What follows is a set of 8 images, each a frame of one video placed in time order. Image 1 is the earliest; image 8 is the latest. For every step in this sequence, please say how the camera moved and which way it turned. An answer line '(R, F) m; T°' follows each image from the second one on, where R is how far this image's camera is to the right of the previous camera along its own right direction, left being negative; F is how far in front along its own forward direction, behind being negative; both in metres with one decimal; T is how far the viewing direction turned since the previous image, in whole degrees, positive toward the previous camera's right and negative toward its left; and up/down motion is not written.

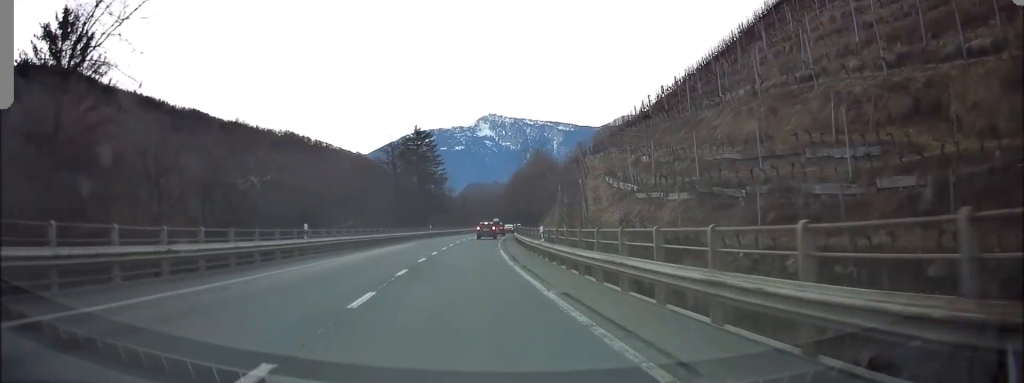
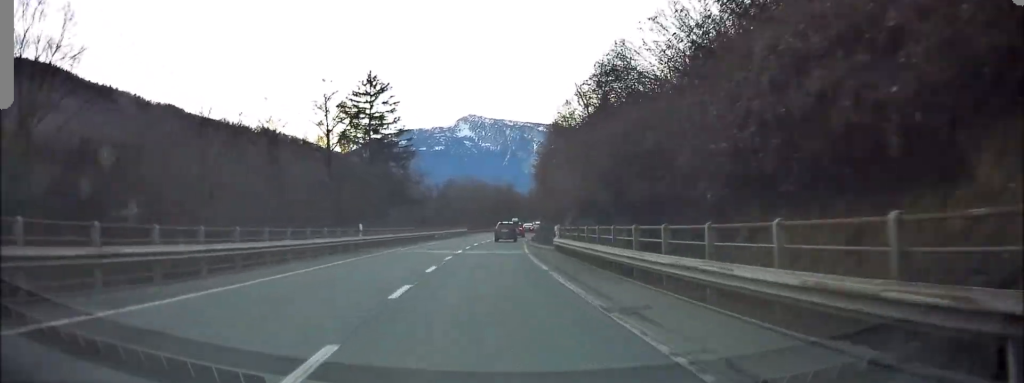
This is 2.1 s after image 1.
(+0.5, +33.2) m; +2°
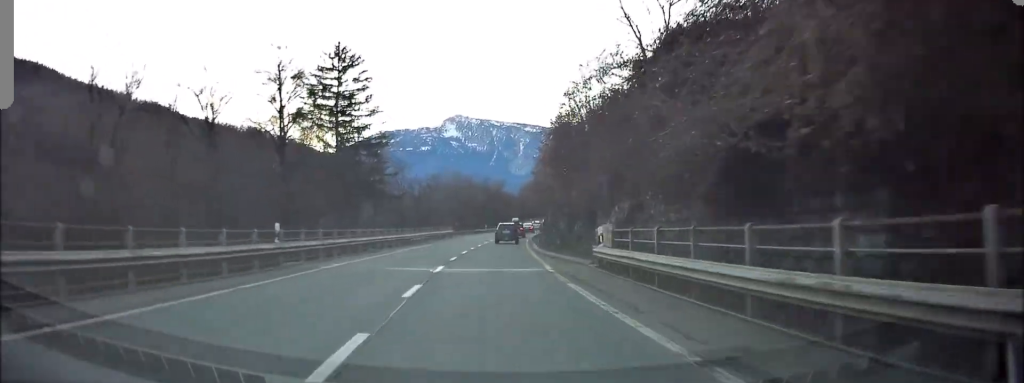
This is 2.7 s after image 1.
(+0.2, +10.9) m; +1°
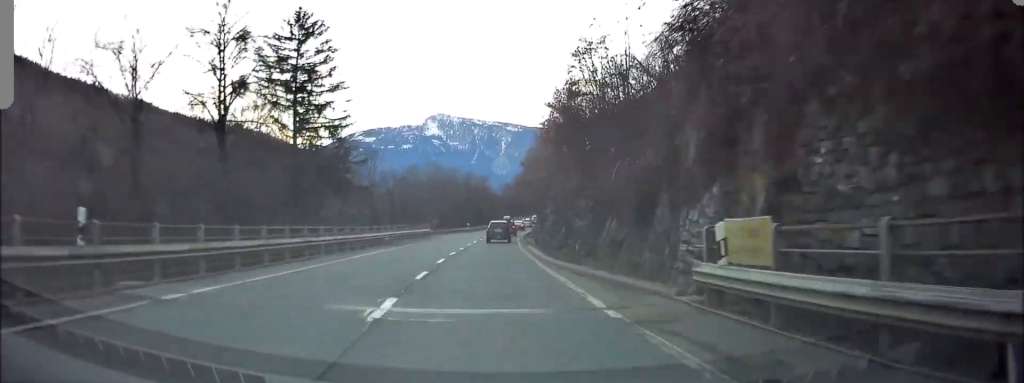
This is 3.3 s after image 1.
(+0.1, +8.8) m; +1°
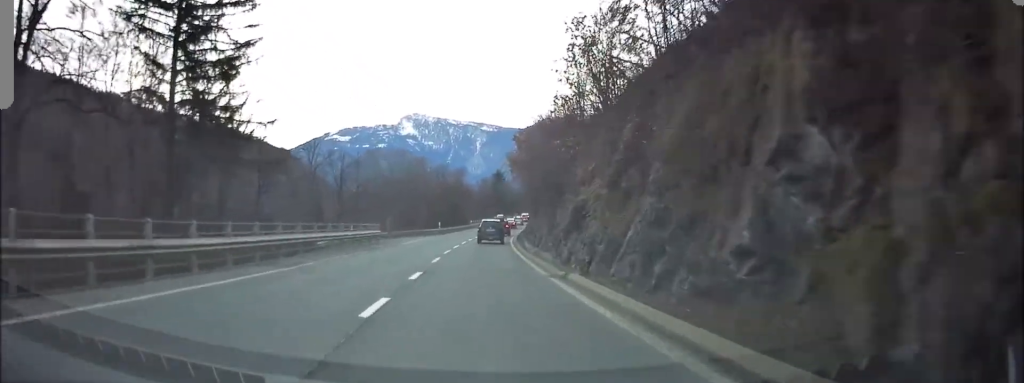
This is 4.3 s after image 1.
(+0.2, +16.6) m; +2°
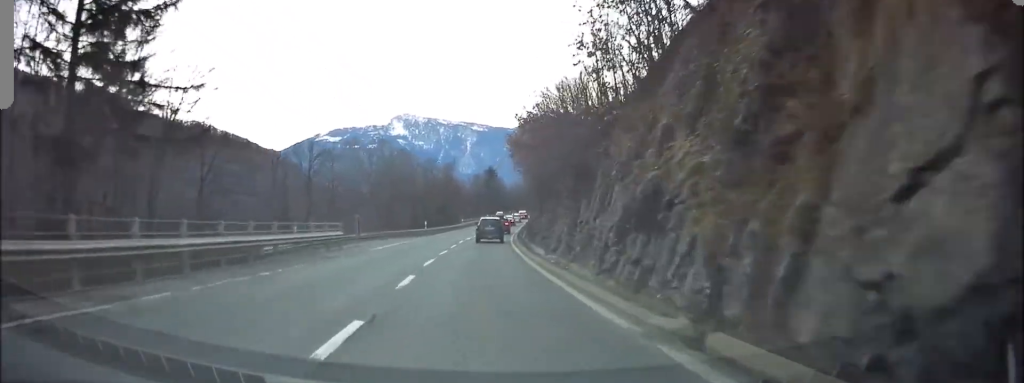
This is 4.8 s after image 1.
(0.0, +8.4) m; +1°
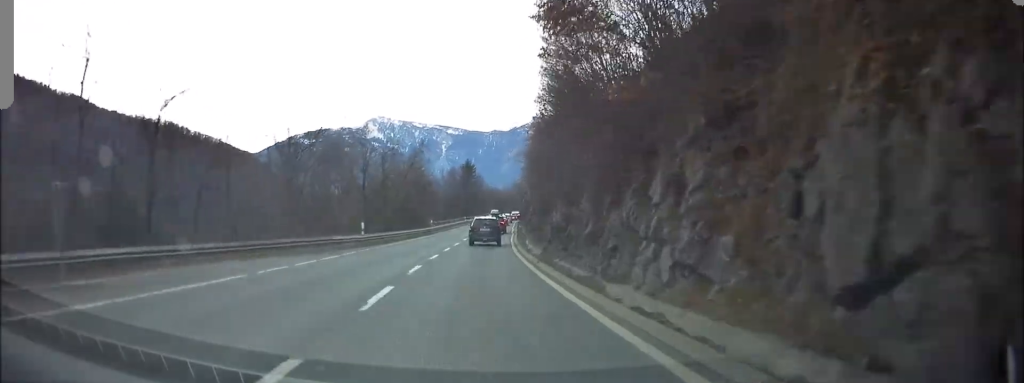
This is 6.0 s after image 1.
(+0.6, +20.9) m; +3°
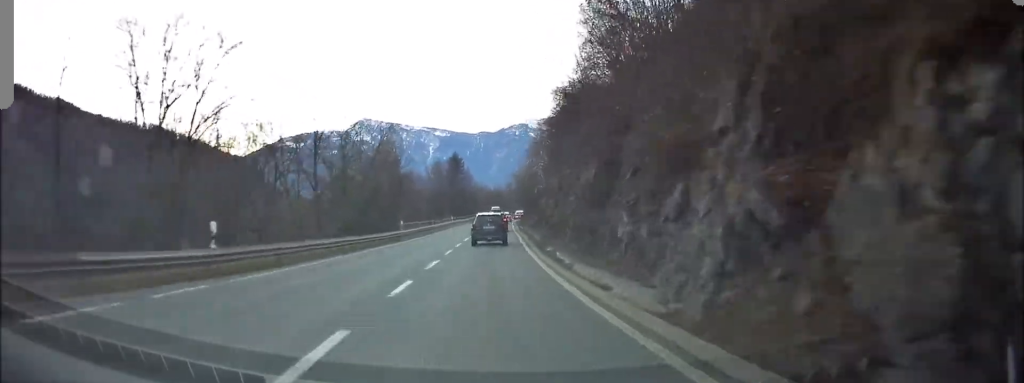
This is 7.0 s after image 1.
(0.0, +16.6) m; +1°
